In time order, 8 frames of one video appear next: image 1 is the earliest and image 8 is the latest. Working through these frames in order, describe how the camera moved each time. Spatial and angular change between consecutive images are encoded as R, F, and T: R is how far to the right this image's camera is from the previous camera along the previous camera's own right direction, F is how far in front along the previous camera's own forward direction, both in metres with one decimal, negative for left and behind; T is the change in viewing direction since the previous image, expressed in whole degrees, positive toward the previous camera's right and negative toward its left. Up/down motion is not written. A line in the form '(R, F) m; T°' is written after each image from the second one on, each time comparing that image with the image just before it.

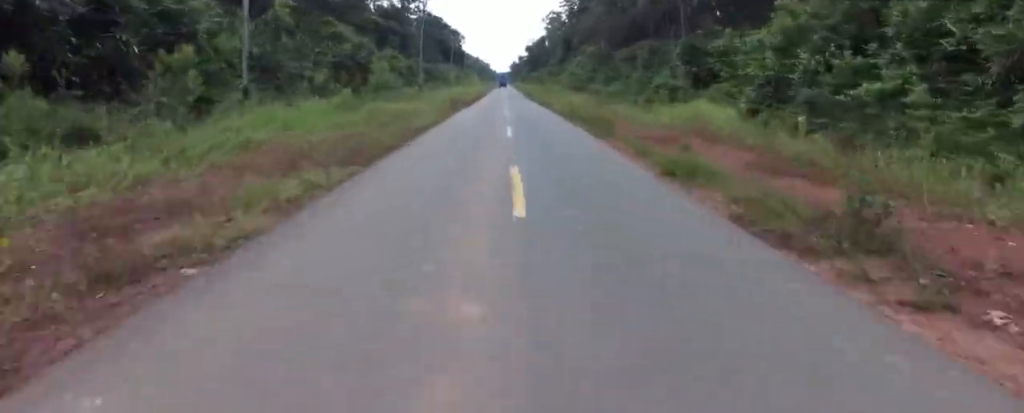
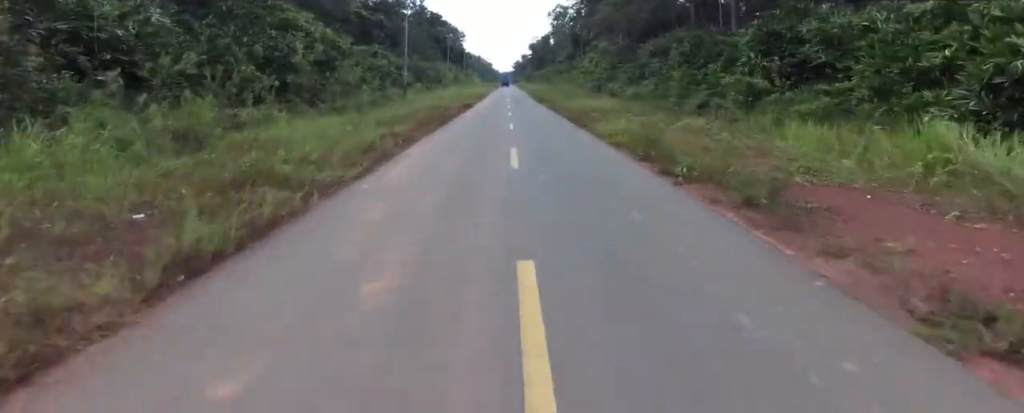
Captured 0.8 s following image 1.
(-0.2, +12.9) m; +2°
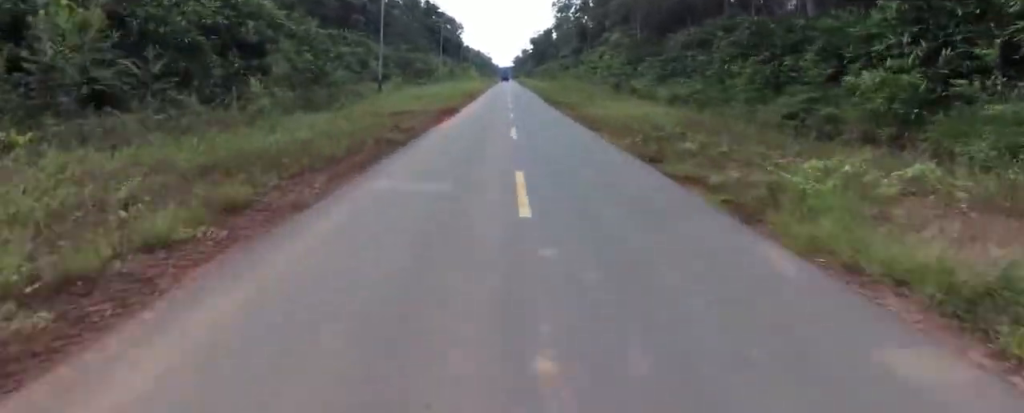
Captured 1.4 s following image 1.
(+0.1, +11.3) m; +2°
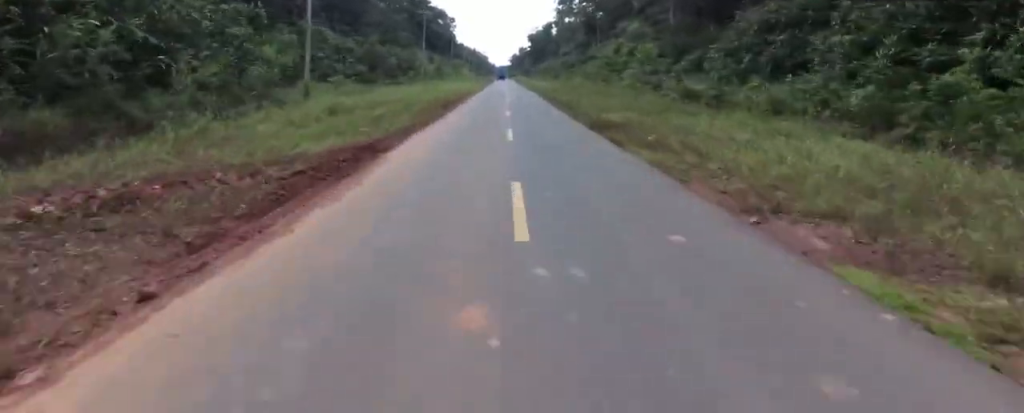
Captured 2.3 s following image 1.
(+1.1, +15.8) m; 0°
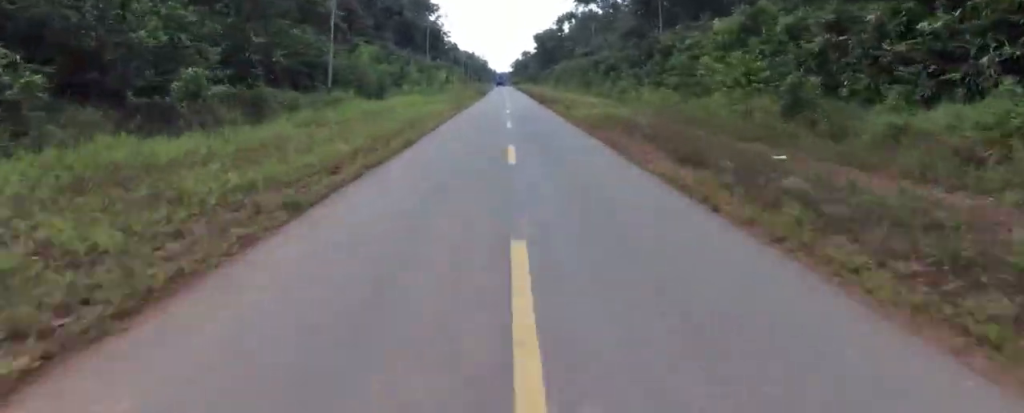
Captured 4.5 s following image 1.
(0.0, +42.9) m; +2°
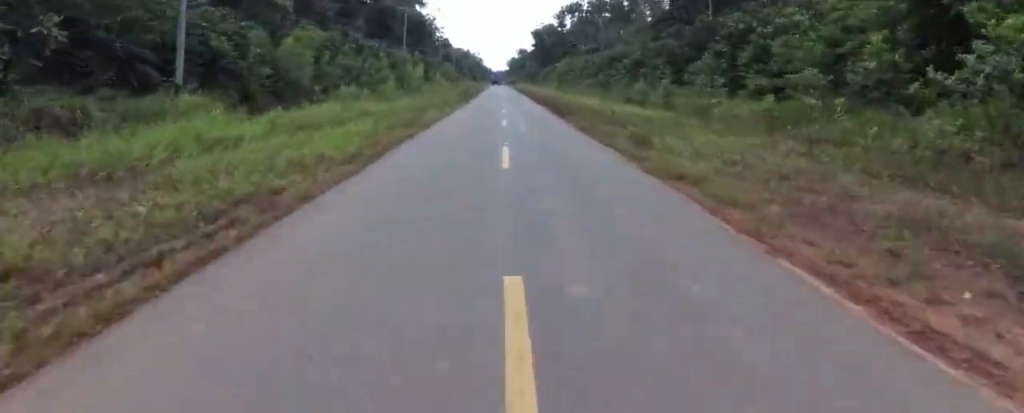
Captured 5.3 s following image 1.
(+0.1, +17.0) m; -3°
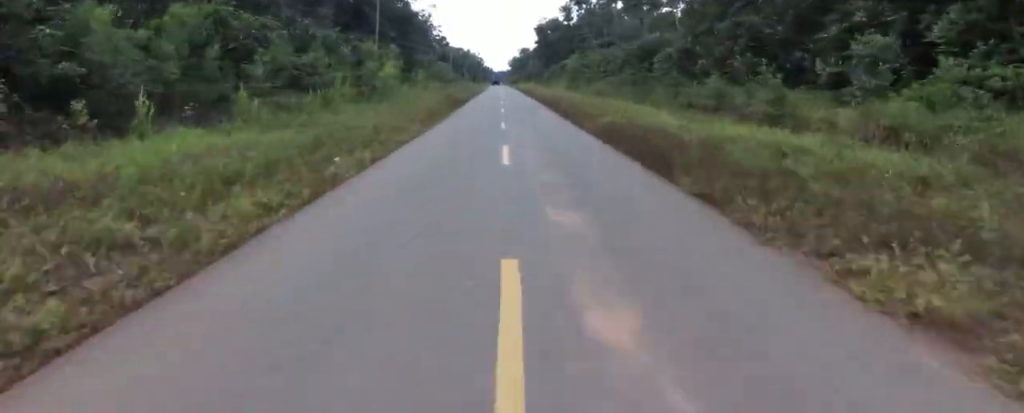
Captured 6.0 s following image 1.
(-1.0, +15.7) m; -3°
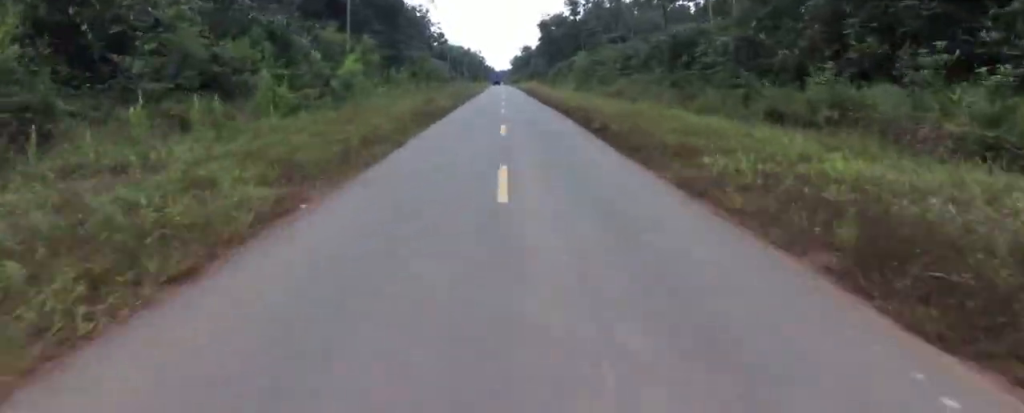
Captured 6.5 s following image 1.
(-0.2, +11.5) m; 0°
